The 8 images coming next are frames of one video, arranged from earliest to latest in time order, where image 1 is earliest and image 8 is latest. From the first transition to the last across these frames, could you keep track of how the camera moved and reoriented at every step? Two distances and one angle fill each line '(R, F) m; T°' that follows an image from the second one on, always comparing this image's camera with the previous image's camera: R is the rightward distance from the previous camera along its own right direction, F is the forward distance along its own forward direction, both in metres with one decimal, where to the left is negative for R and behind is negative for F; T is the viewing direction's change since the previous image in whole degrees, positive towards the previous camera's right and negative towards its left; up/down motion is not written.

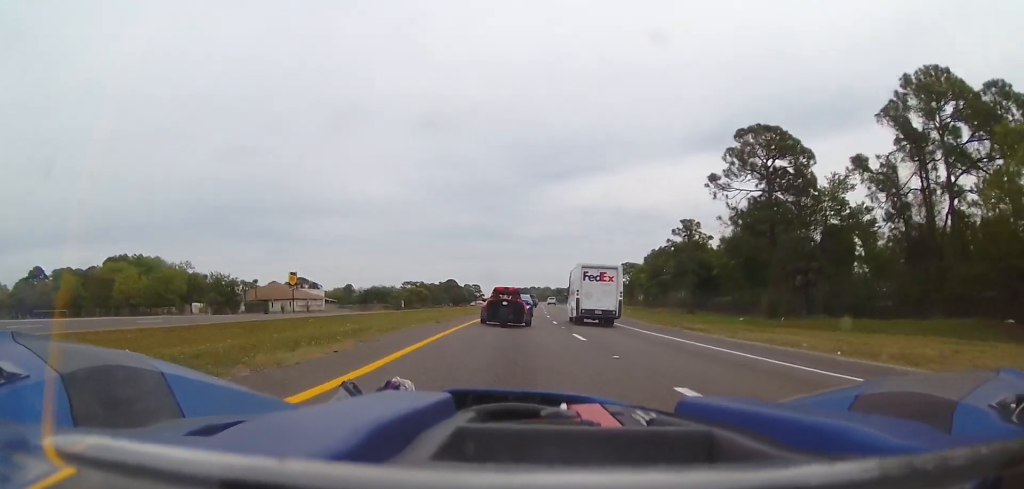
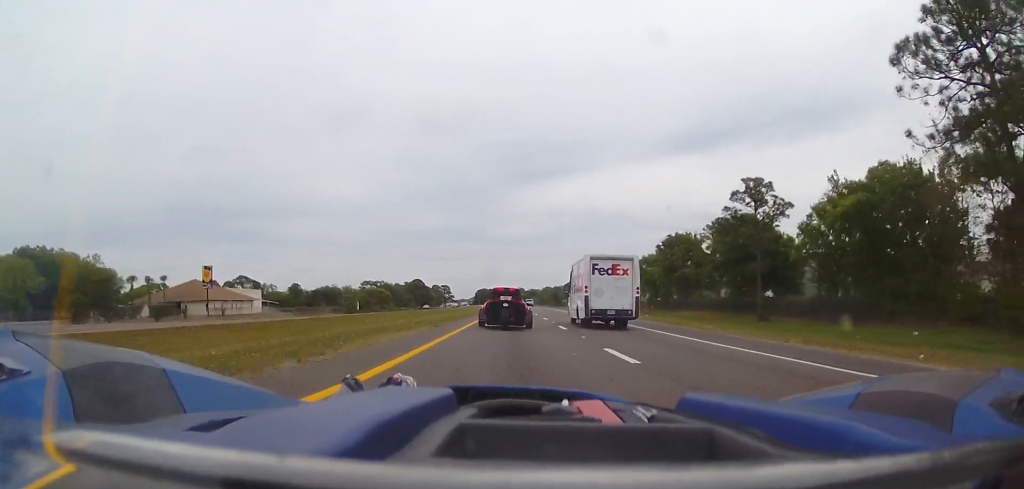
(+1.1, +30.5) m; +2°
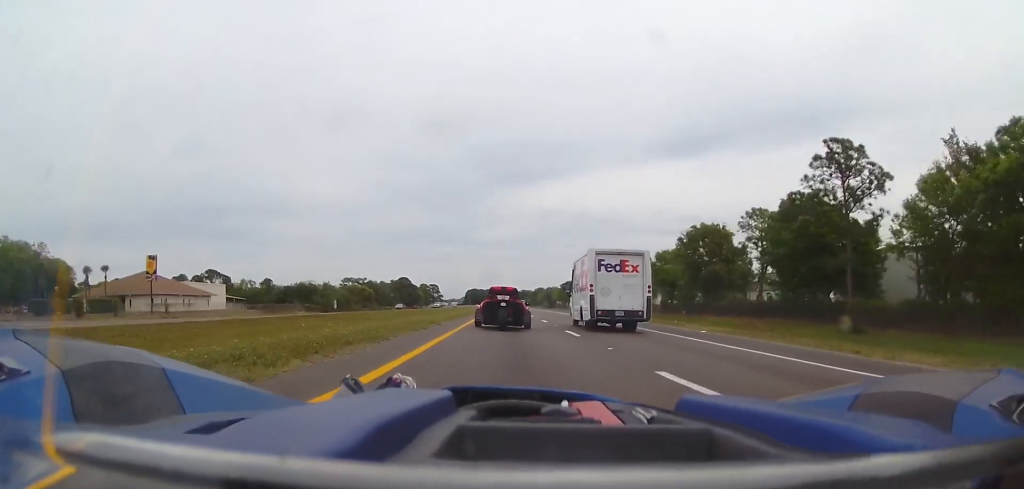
(-0.1, +16.3) m; +1°
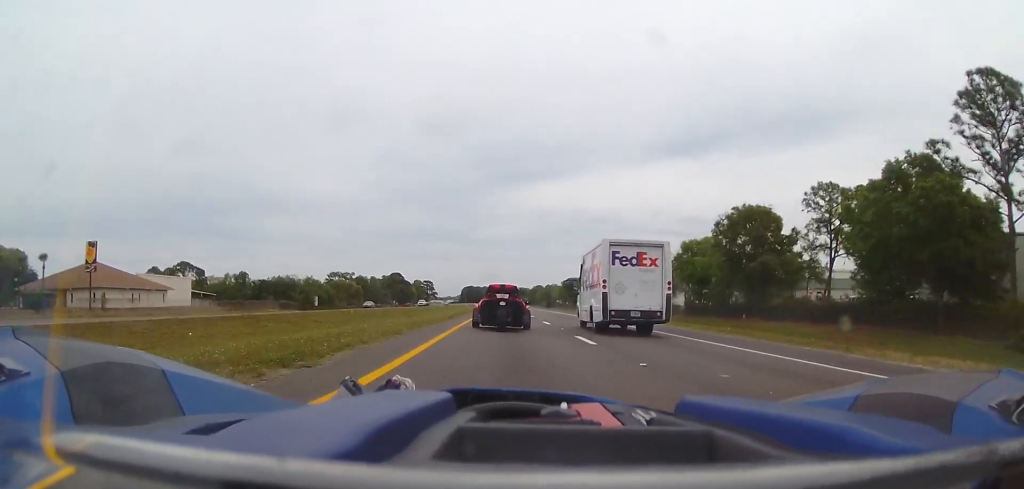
(+0.2, +15.5) m; 0°
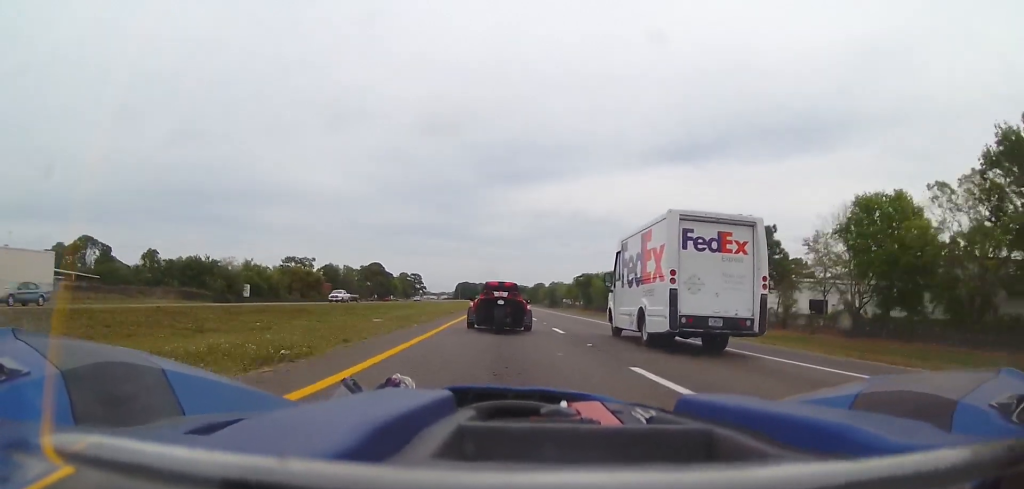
(+0.1, +44.1) m; +1°
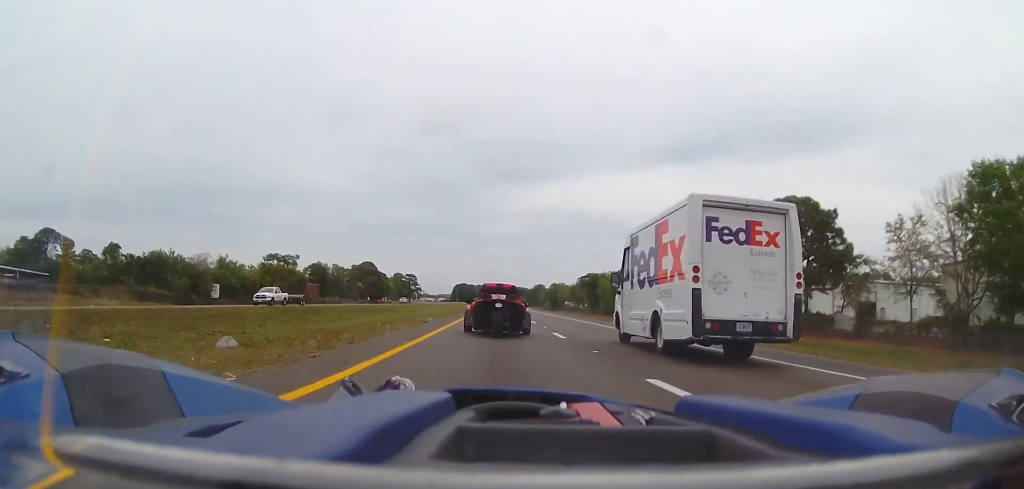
(+0.2, +13.3) m; 0°
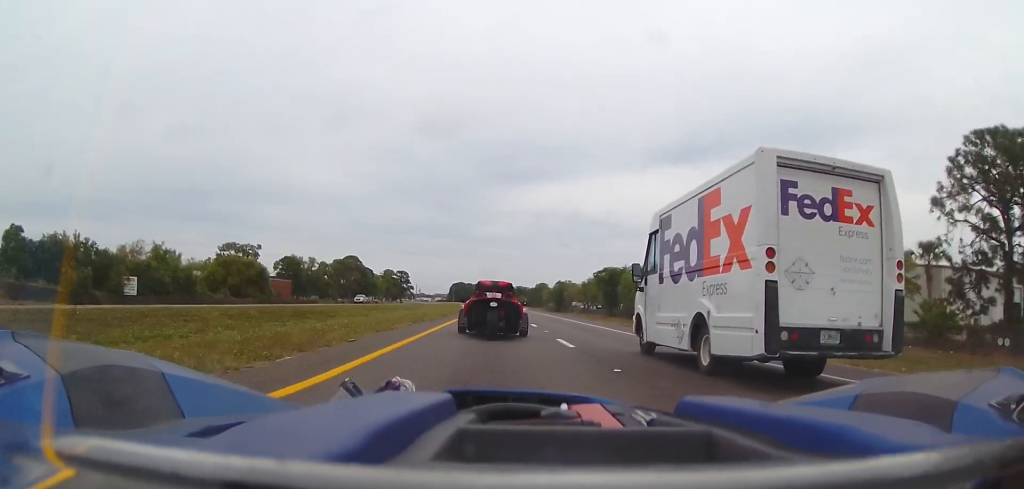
(-0.1, +27.3) m; 0°
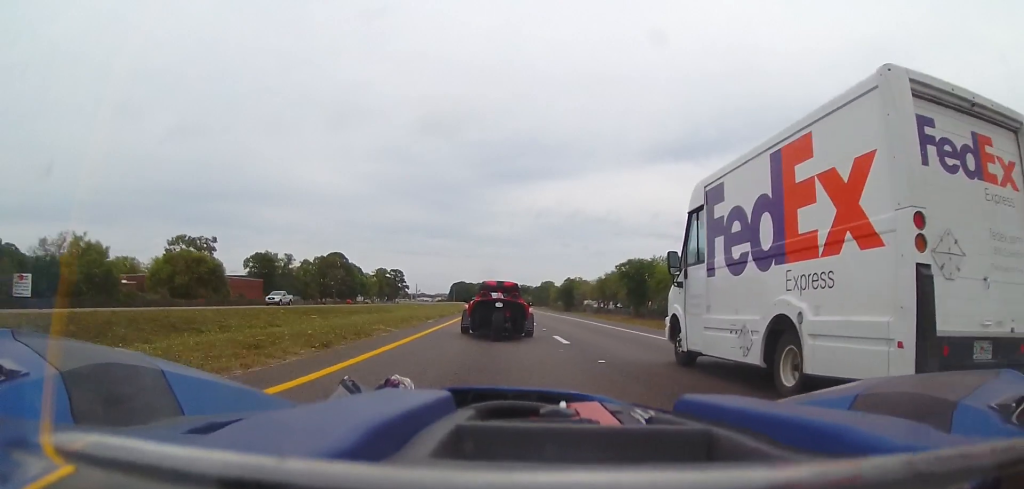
(+0.1, +23.6) m; 0°
